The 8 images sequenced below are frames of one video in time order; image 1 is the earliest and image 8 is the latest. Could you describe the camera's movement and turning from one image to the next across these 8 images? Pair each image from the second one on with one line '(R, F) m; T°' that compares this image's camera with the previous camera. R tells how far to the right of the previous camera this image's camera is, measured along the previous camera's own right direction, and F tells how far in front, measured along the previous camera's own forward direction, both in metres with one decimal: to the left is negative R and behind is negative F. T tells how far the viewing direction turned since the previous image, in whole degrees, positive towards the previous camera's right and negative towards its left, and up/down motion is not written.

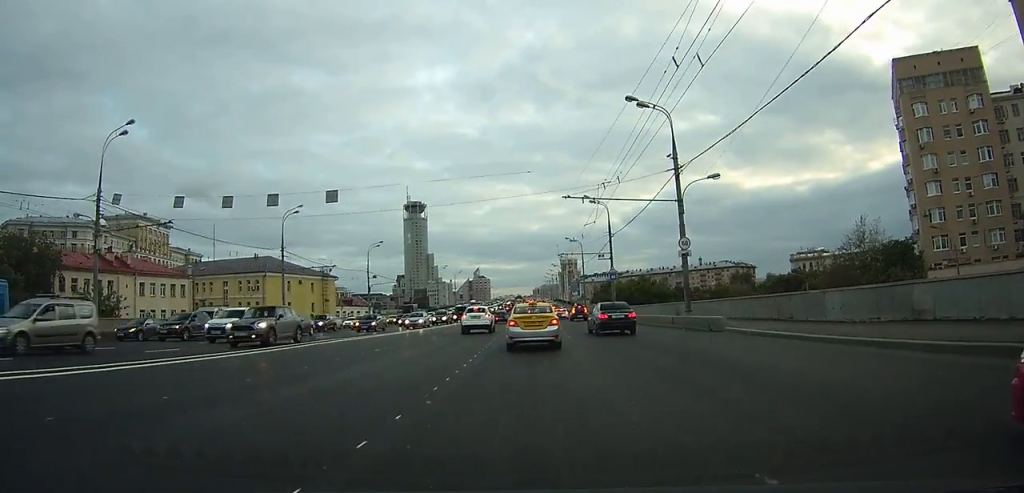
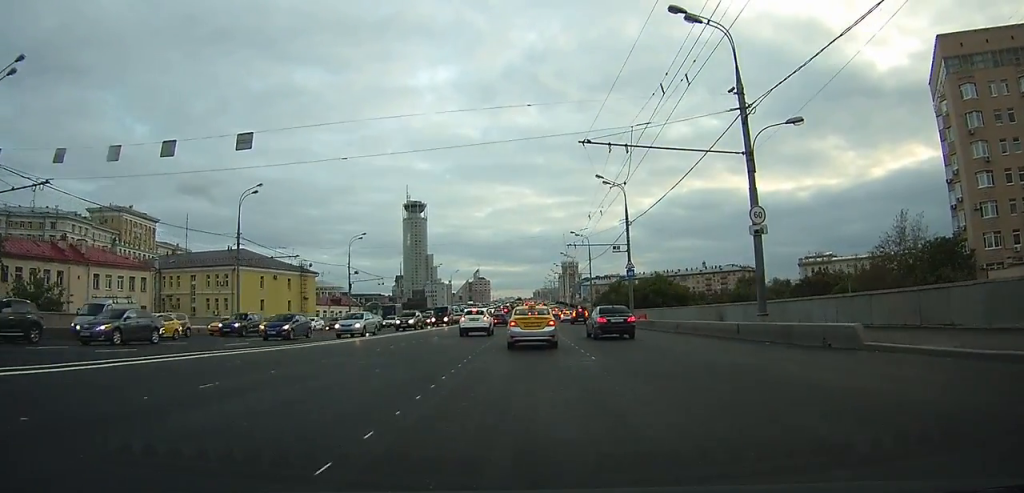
(0.0, +11.0) m; 0°
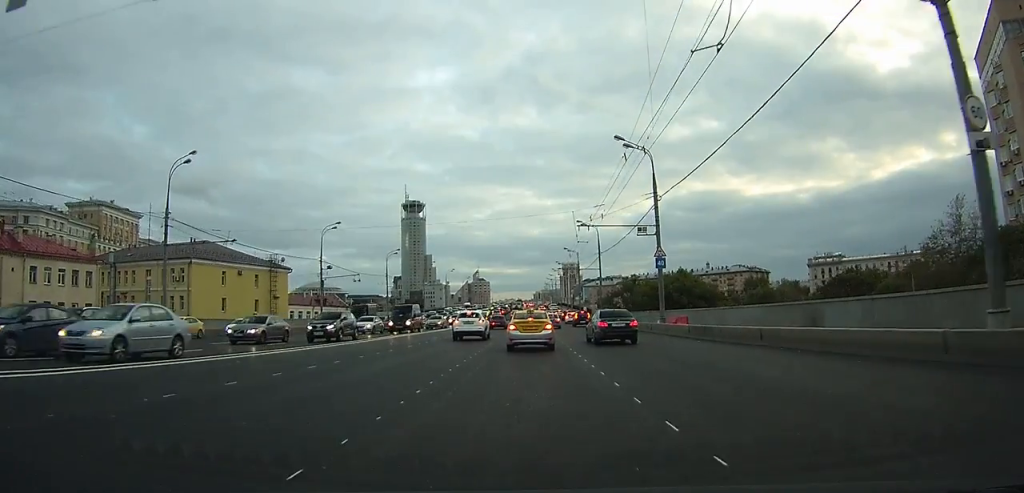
(0.0, +12.2) m; -1°
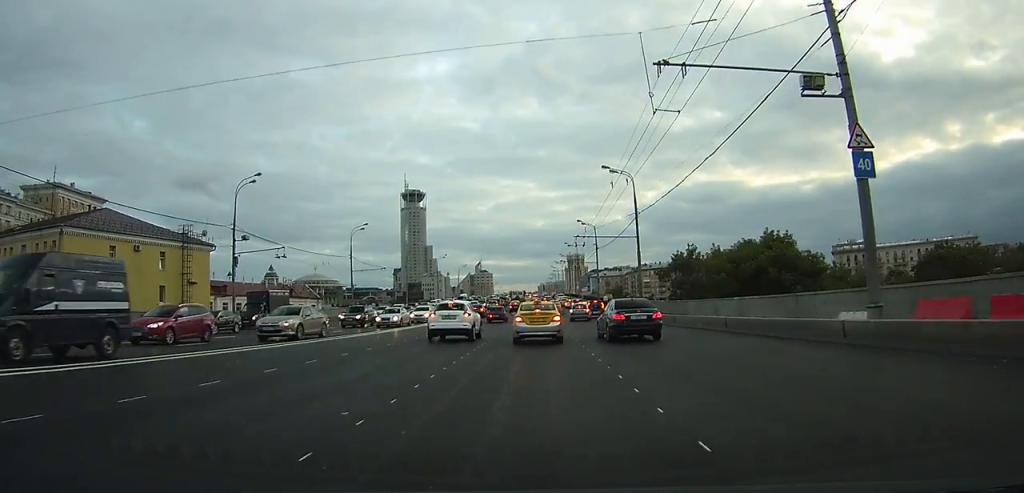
(+0.1, +23.0) m; +2°
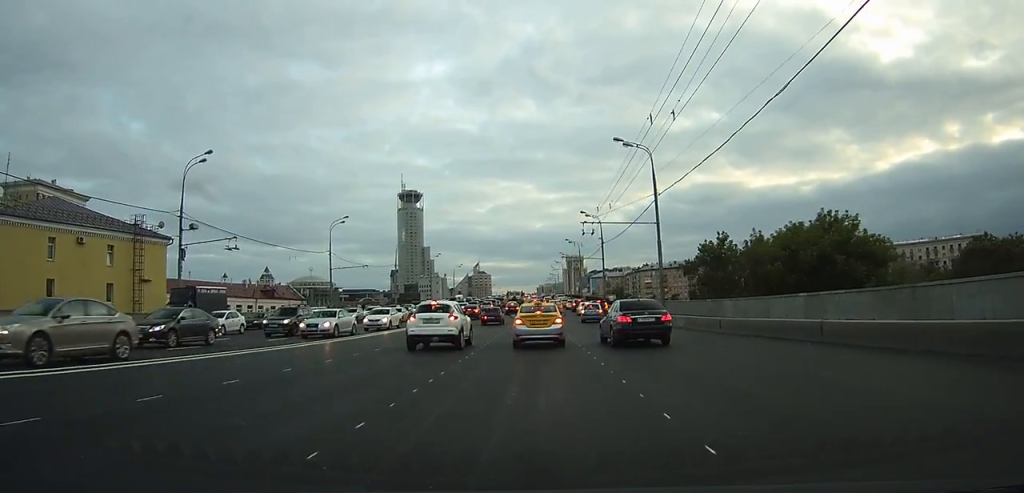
(+0.1, +8.1) m; +1°
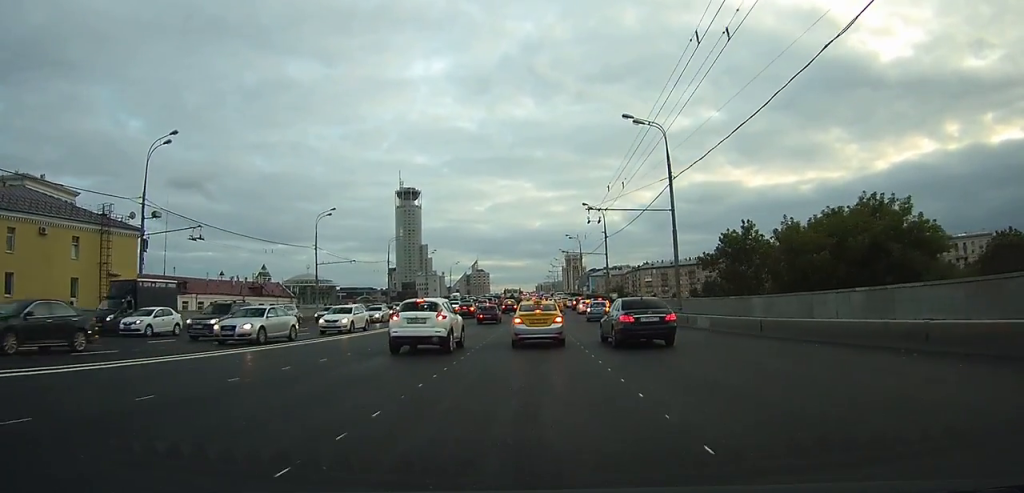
(0.0, +4.5) m; 0°
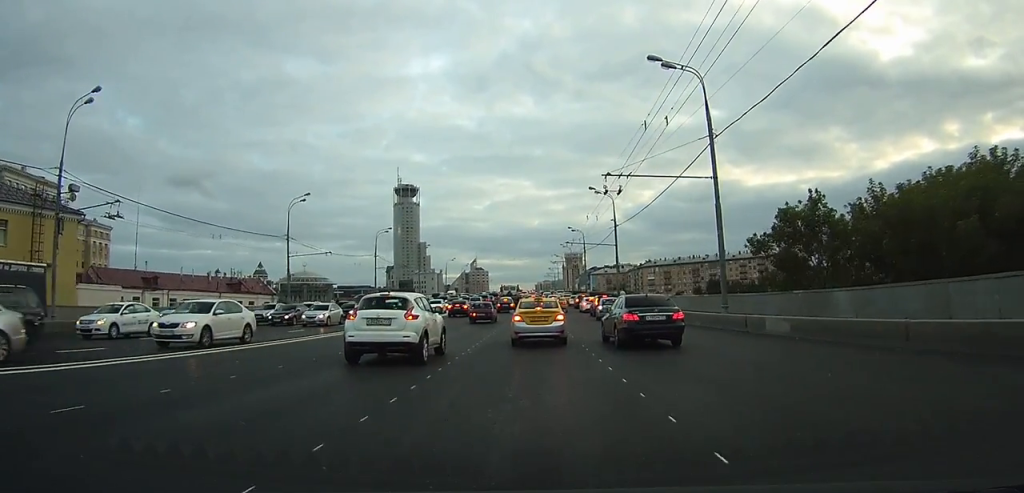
(0.0, +8.5) m; 0°
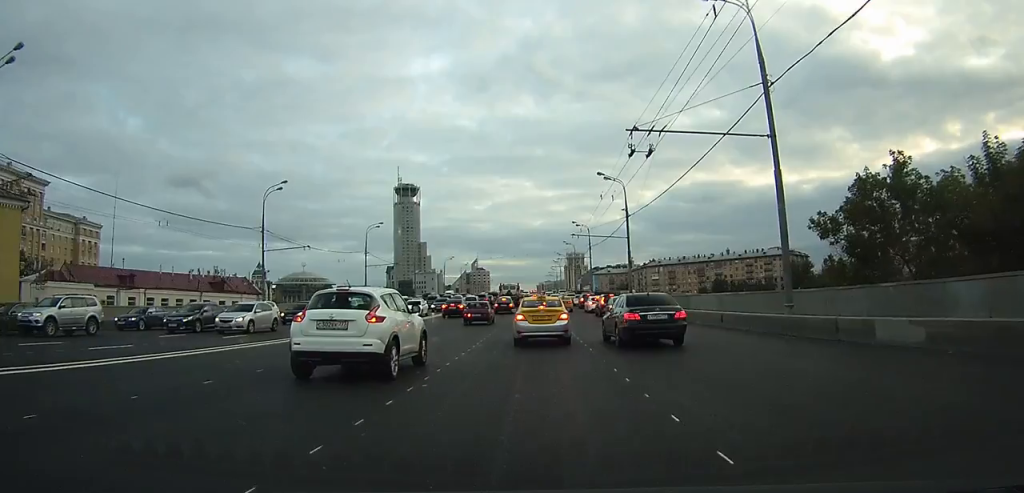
(0.0, +7.0) m; -1°
